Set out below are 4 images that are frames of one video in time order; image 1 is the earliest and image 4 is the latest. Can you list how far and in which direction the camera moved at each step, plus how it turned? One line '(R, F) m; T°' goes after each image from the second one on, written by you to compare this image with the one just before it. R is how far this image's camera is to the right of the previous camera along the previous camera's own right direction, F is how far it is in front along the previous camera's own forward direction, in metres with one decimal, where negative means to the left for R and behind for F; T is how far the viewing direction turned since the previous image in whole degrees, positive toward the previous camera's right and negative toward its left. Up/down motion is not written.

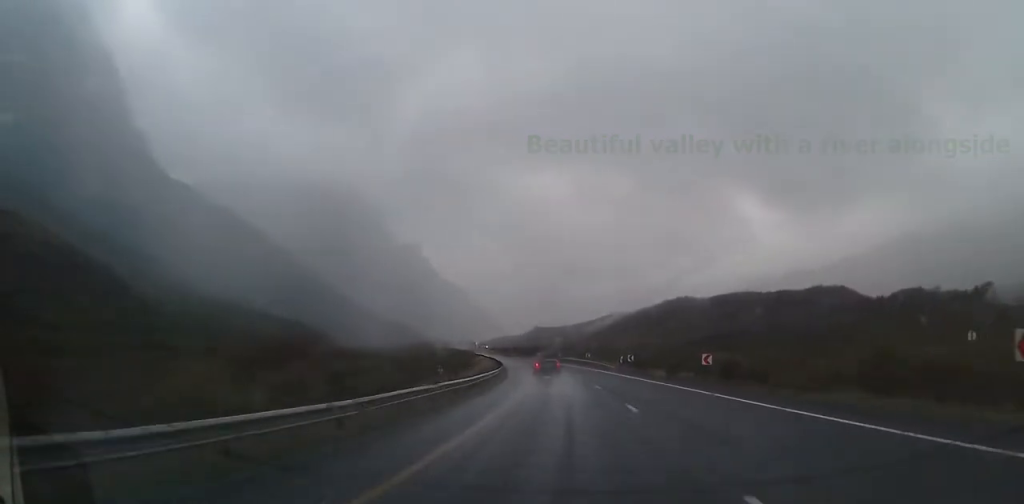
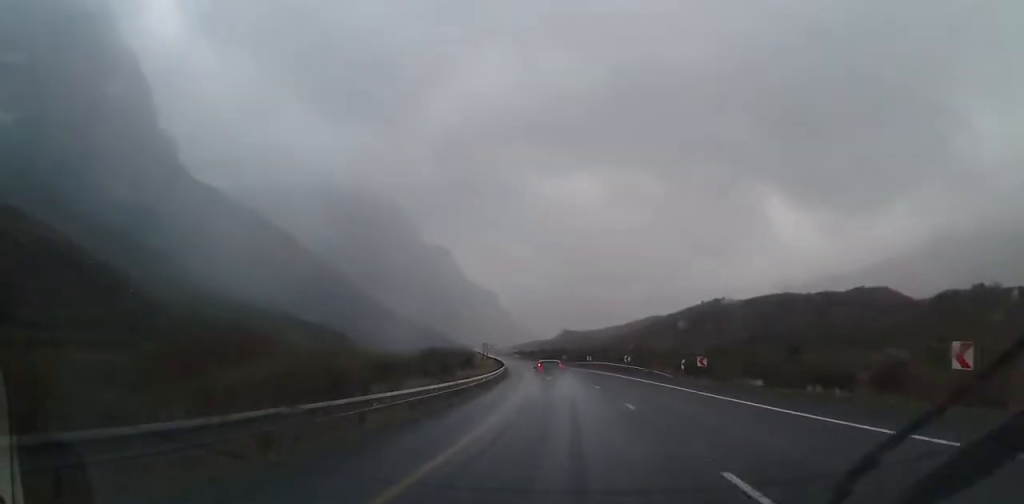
(0.0, +22.3) m; 0°
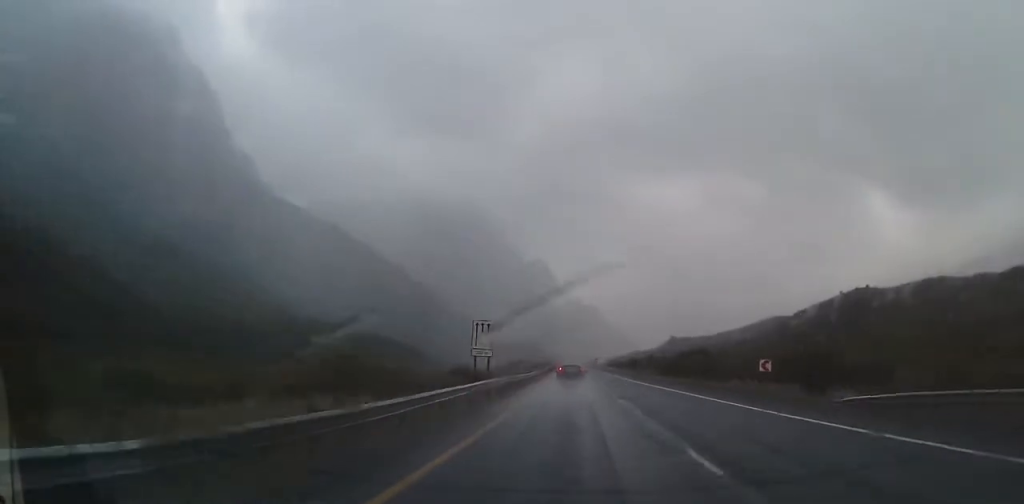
(-4.0, +79.9) m; -11°
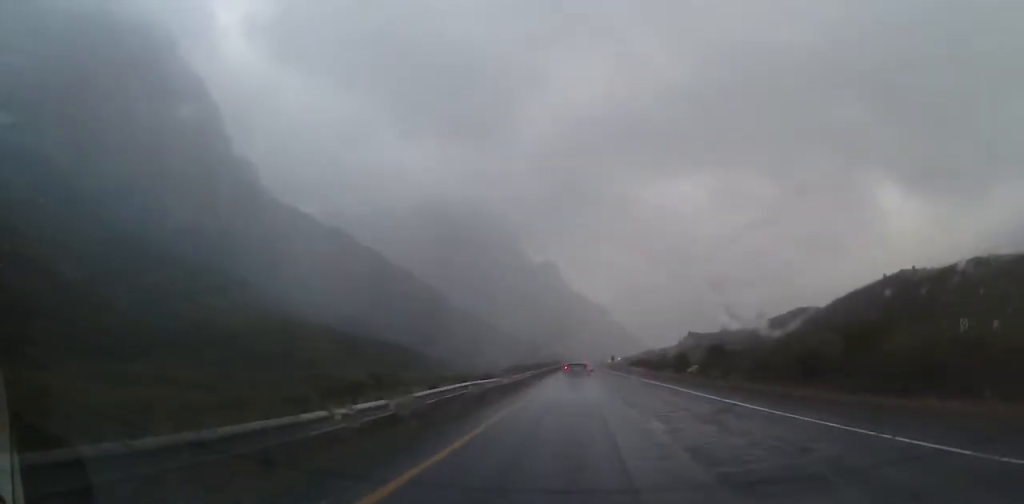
(-1.9, +41.7) m; -3°
